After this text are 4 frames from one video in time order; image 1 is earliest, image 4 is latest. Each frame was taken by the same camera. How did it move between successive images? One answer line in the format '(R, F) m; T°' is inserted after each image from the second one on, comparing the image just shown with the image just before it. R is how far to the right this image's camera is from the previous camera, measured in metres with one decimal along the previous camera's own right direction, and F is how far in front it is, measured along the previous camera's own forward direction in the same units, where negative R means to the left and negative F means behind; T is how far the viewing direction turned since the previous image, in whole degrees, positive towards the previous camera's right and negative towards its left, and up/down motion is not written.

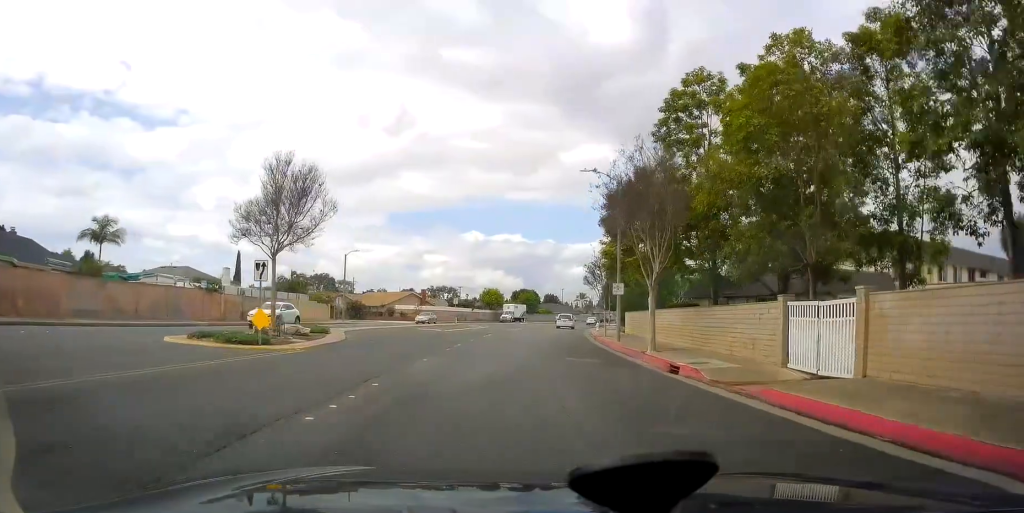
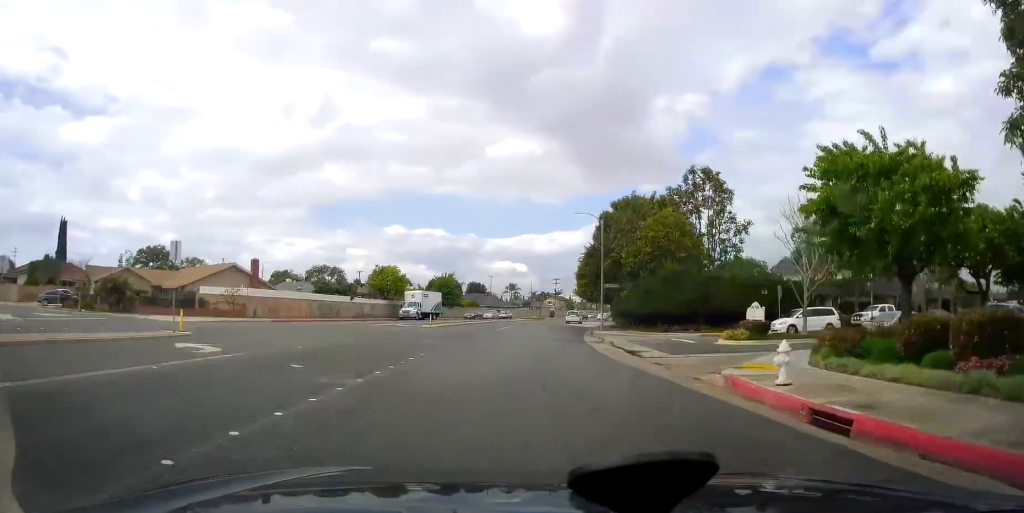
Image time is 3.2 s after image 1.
(+2.0, +49.5) m; +5°
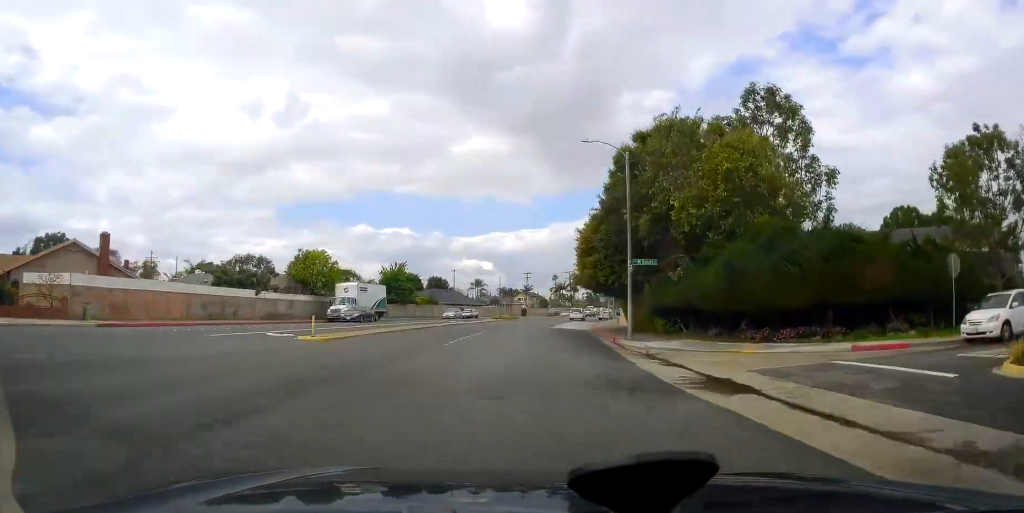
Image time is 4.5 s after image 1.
(+0.4, +20.8) m; +3°
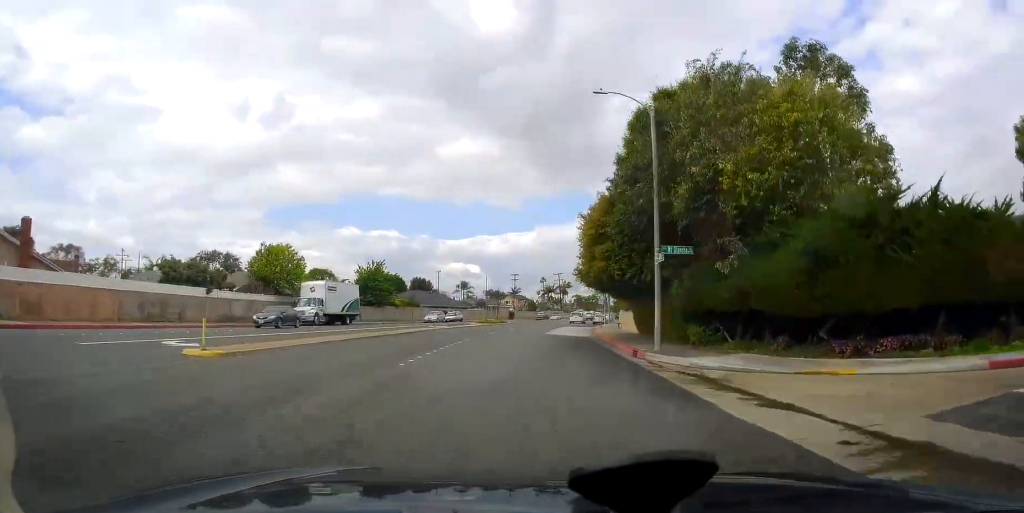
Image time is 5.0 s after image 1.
(-0.1, +7.3) m; +1°
